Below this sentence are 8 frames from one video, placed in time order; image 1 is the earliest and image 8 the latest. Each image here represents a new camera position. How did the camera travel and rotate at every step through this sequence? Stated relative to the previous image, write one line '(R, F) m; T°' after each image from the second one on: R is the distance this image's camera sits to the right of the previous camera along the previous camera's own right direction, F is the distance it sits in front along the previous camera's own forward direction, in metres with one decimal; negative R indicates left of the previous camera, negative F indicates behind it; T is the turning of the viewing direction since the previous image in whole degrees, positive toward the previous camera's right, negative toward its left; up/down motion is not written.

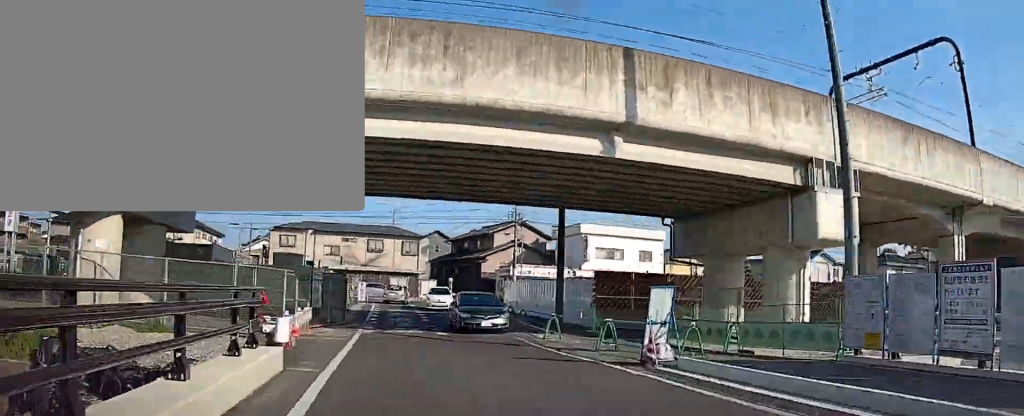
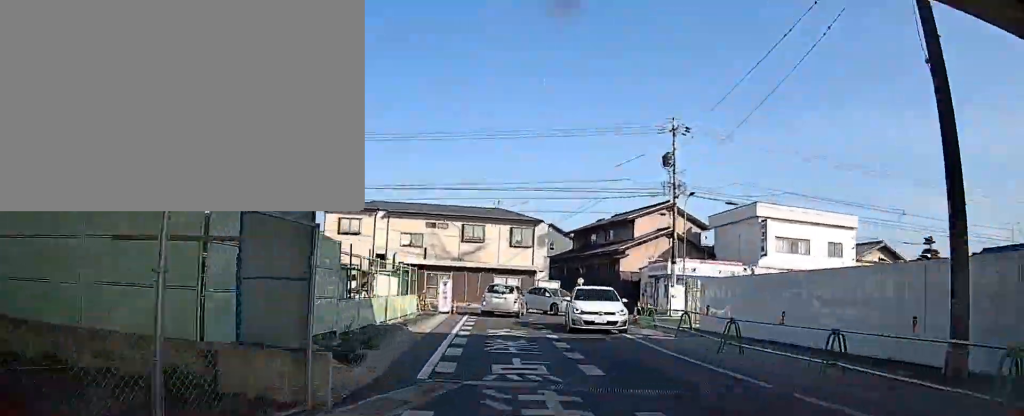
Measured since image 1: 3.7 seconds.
(-3.5, +15.6) m; -13°
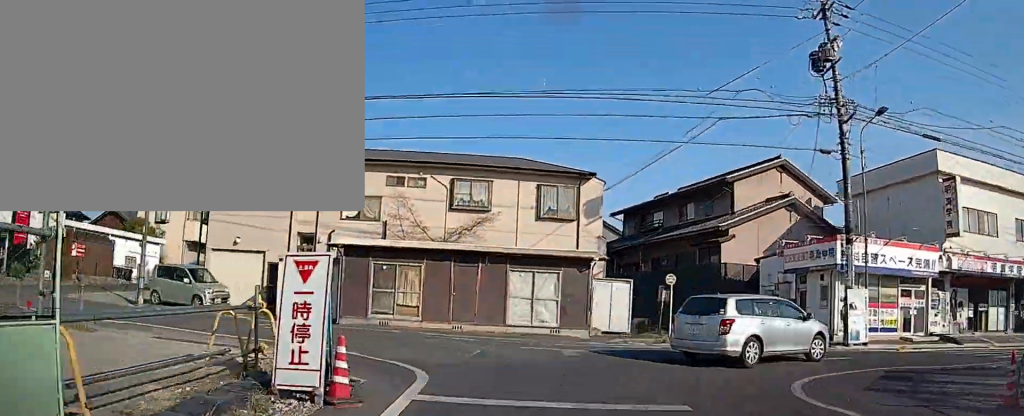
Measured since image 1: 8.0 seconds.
(-0.5, +13.9) m; +20°
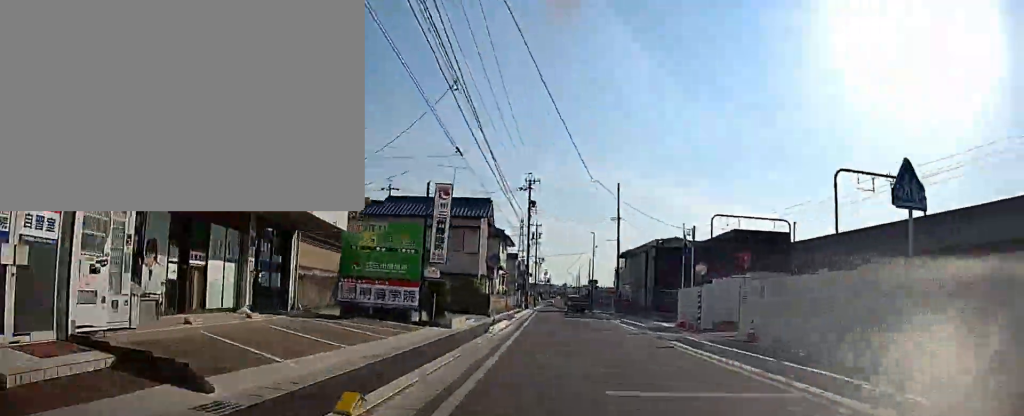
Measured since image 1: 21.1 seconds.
(+29.9, +44.3) m; +49°
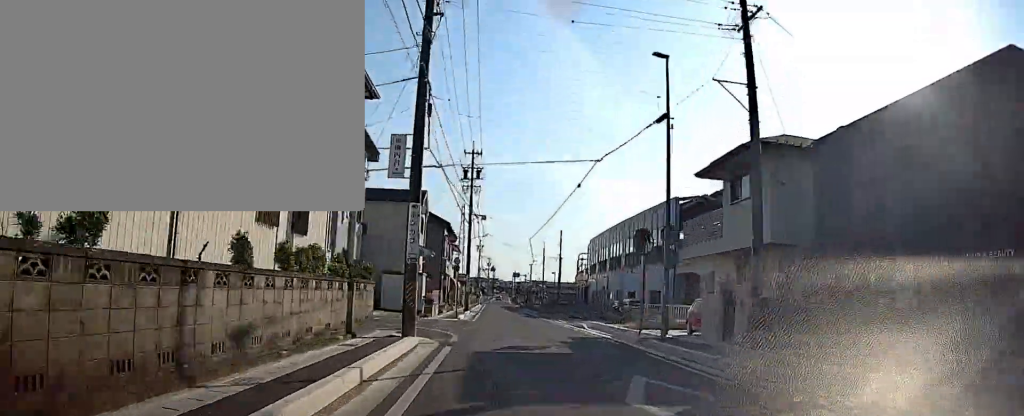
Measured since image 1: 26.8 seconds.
(+1.1, +42.8) m; +2°
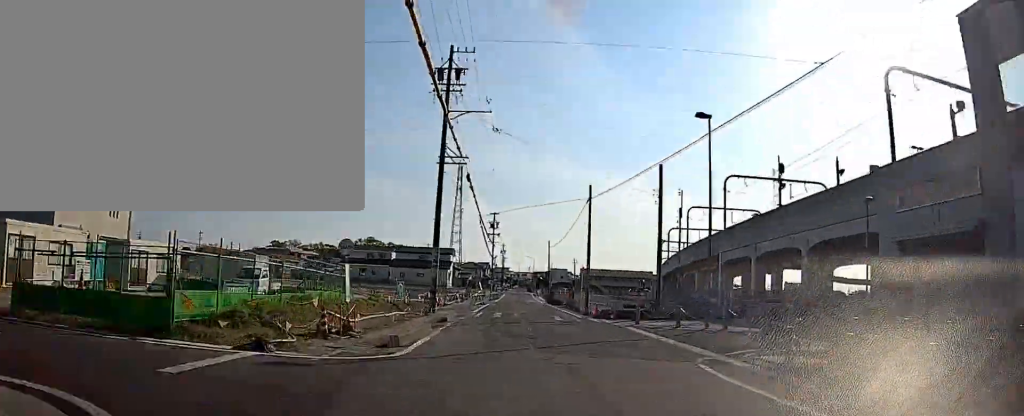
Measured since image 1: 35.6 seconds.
(+1.4, +83.0) m; +1°
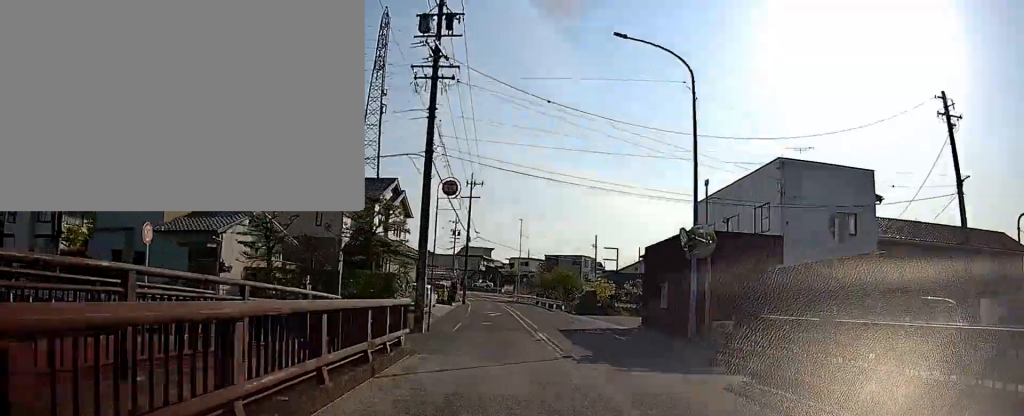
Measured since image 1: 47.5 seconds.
(-2.9, +125.3) m; -7°
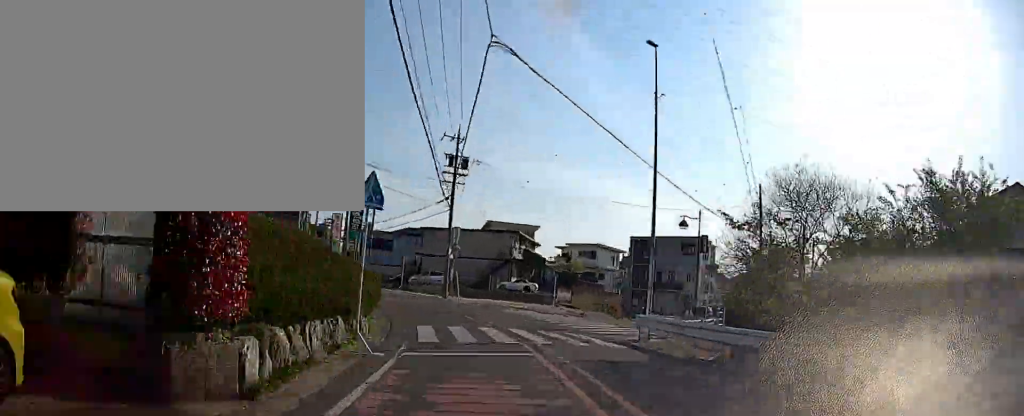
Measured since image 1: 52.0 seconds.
(+2.0, +46.6) m; -6°
